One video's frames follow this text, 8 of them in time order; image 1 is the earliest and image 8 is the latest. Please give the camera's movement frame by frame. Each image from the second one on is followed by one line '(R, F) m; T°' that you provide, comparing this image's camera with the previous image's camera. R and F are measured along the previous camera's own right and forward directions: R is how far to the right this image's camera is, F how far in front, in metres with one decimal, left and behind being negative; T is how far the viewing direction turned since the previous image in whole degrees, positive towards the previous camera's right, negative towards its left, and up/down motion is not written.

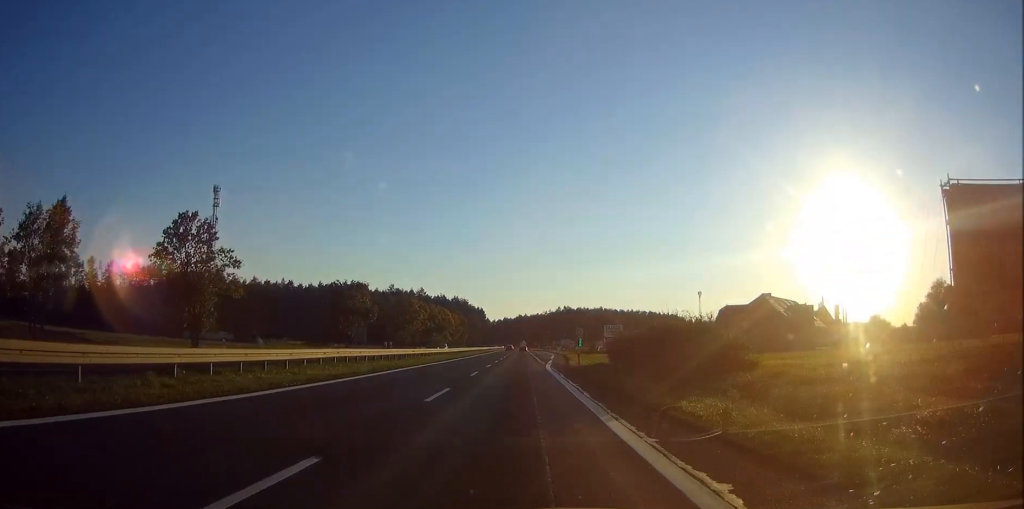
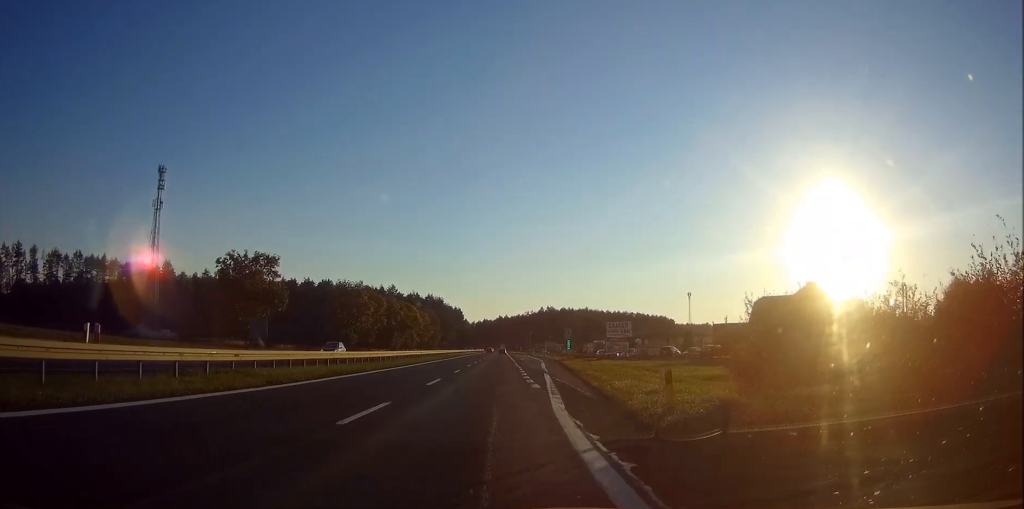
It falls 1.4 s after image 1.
(0.0, +27.9) m; 0°
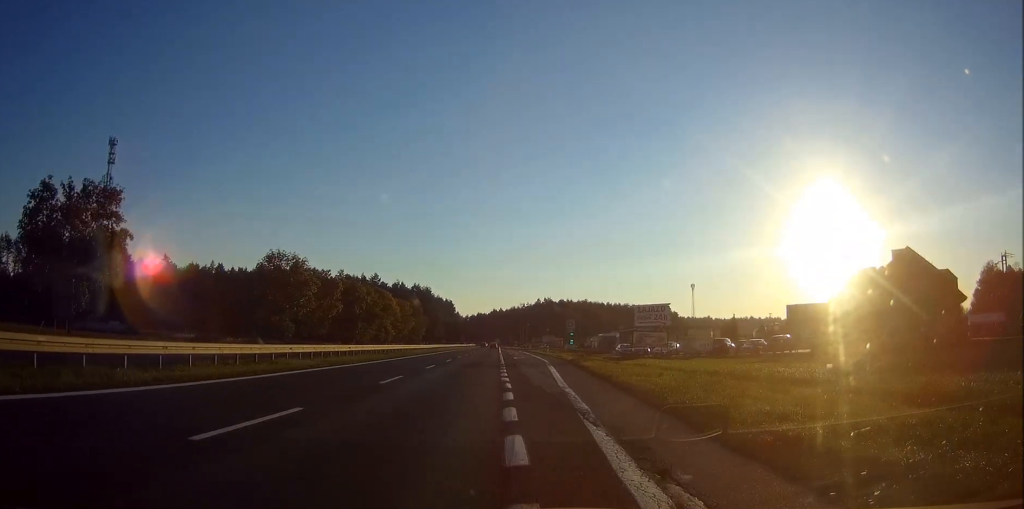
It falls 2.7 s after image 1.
(+0.2, +26.5) m; +1°
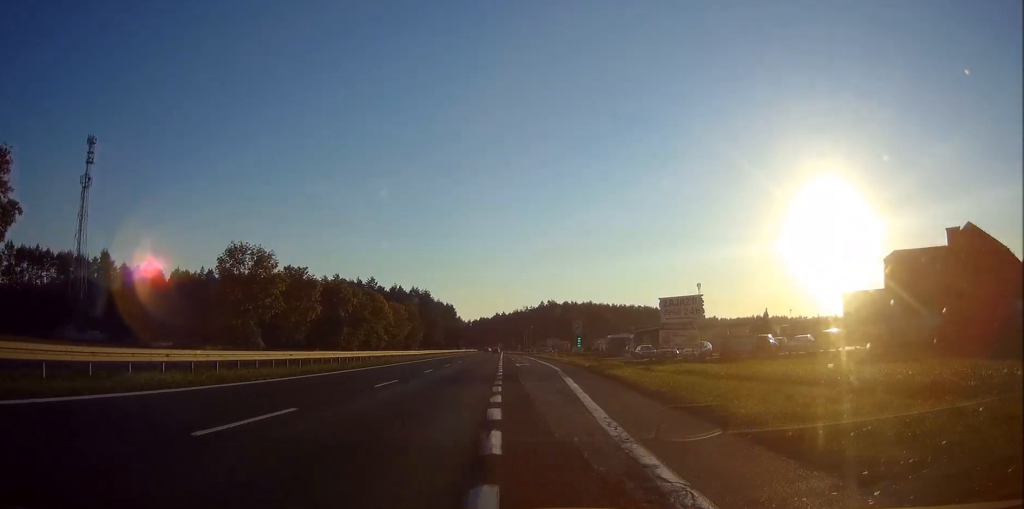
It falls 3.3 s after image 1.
(0.0, +10.9) m; 0°
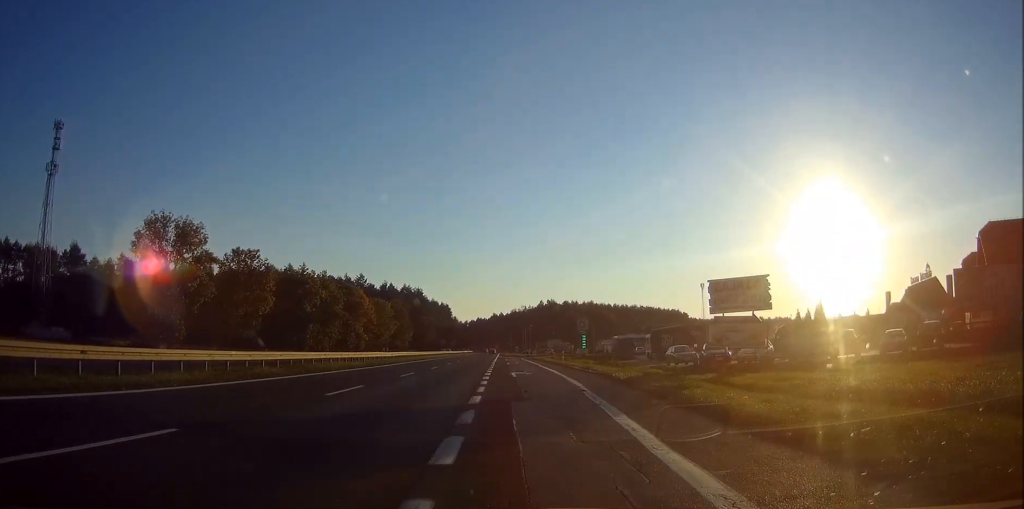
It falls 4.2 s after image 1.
(0.0, +15.2) m; 0°
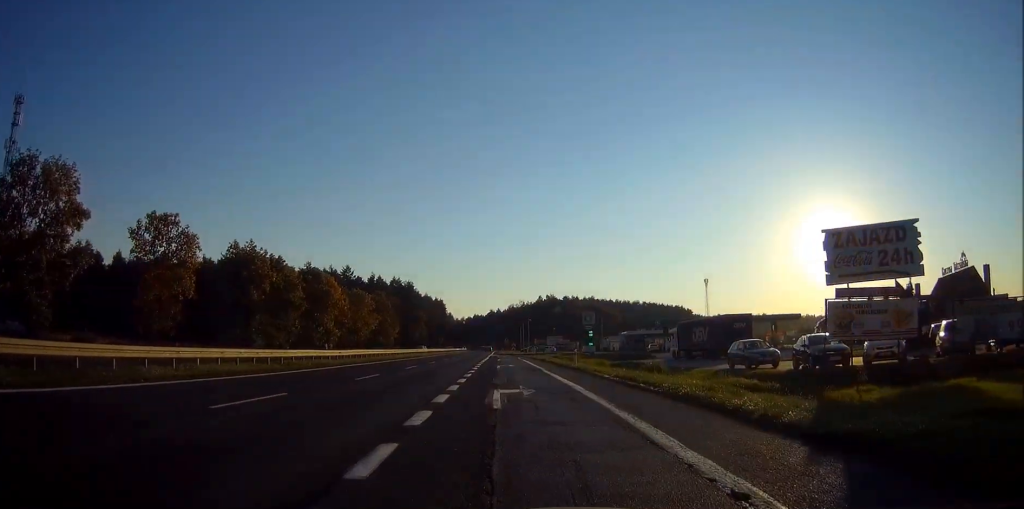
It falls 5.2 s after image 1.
(0.0, +16.3) m; 0°
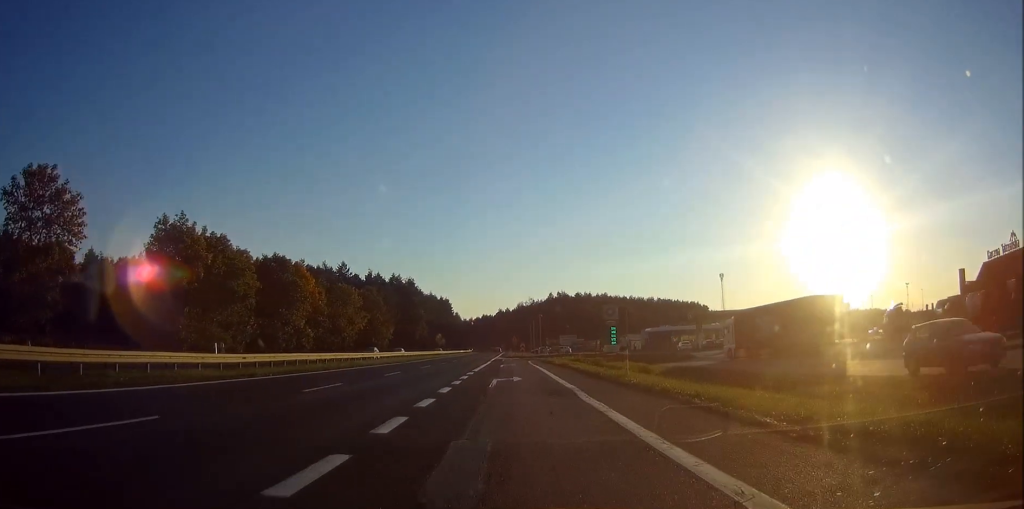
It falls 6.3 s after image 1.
(0.0, +16.9) m; 0°
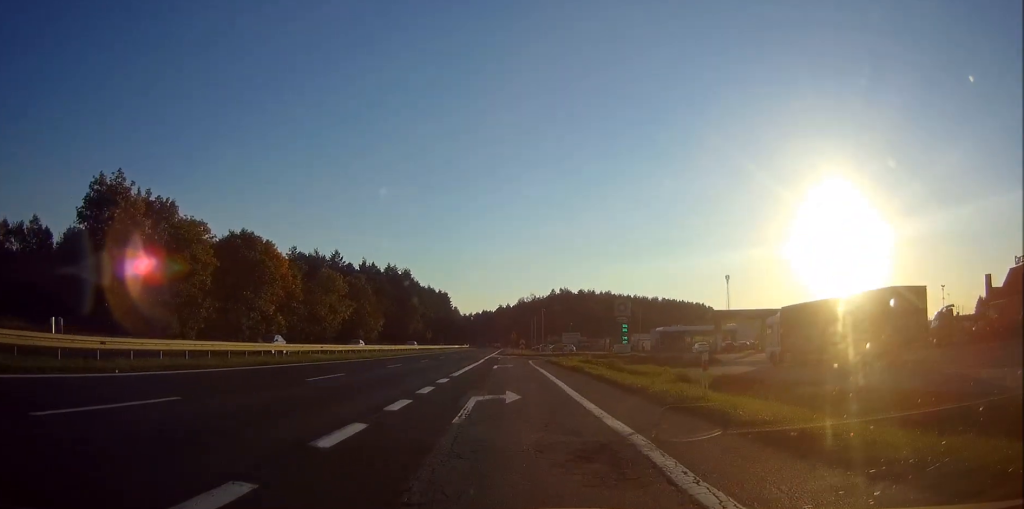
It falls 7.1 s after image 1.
(0.0, +10.4) m; 0°
